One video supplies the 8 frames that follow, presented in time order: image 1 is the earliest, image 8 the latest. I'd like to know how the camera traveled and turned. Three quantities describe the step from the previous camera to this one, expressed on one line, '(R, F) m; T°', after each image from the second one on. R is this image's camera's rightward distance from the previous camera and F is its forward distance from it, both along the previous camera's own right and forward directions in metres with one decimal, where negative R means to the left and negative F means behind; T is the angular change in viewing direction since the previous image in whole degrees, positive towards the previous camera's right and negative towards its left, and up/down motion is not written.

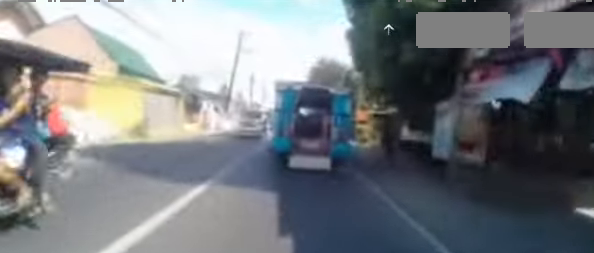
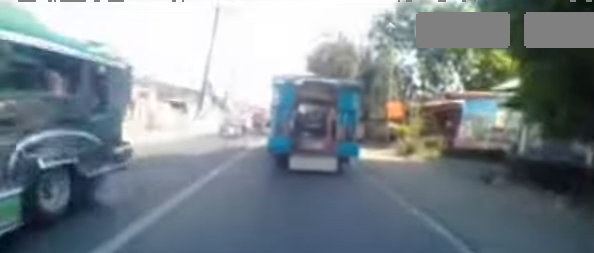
(0.0, +8.3) m; -3°
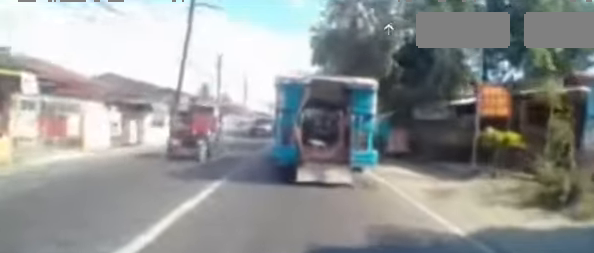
(-0.6, +6.3) m; -5°
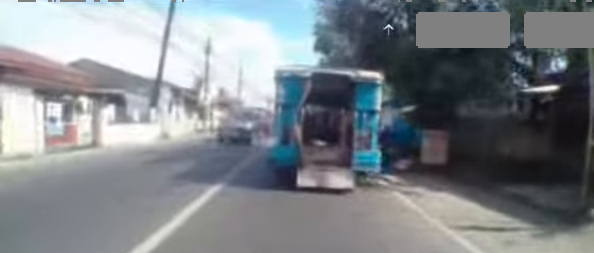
(+0.3, +3.1) m; +6°
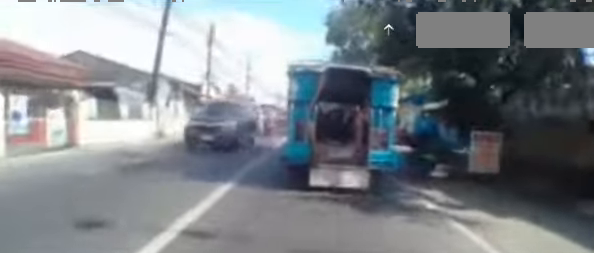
(0.0, +1.6) m; +1°
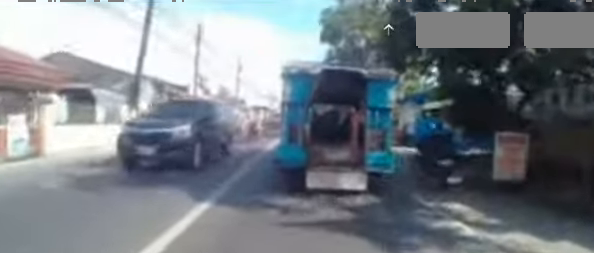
(0.0, +1.1) m; +1°
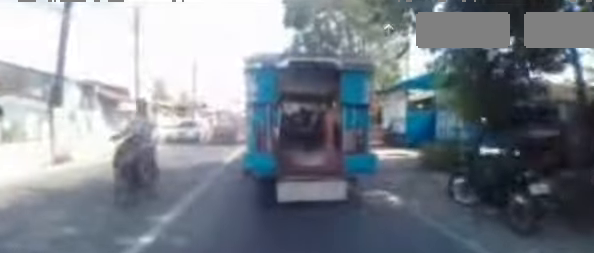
(0.0, +2.7) m; 0°
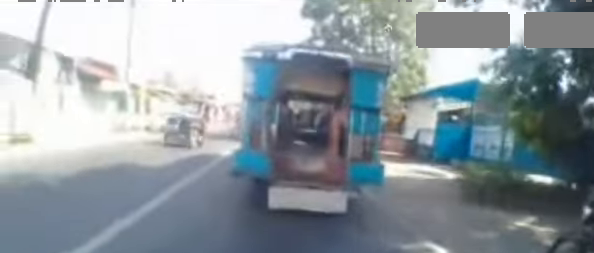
(0.0, +2.1) m; 0°
